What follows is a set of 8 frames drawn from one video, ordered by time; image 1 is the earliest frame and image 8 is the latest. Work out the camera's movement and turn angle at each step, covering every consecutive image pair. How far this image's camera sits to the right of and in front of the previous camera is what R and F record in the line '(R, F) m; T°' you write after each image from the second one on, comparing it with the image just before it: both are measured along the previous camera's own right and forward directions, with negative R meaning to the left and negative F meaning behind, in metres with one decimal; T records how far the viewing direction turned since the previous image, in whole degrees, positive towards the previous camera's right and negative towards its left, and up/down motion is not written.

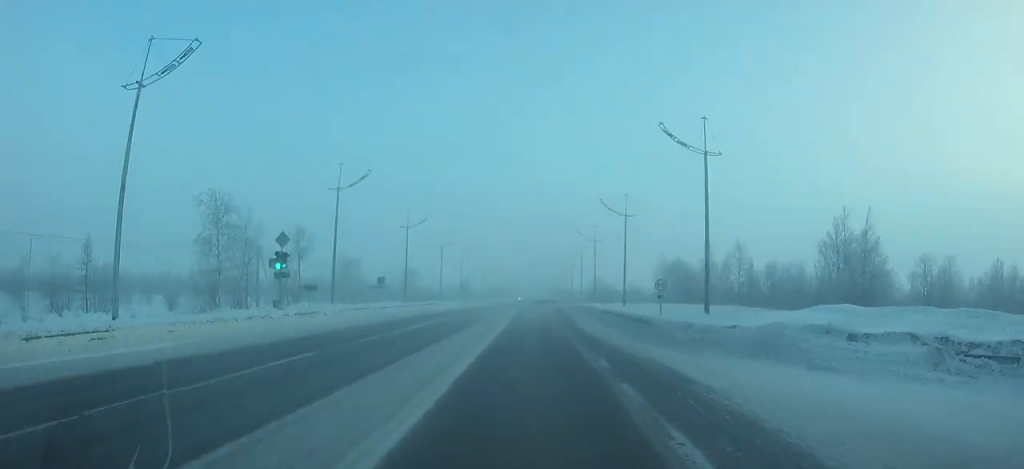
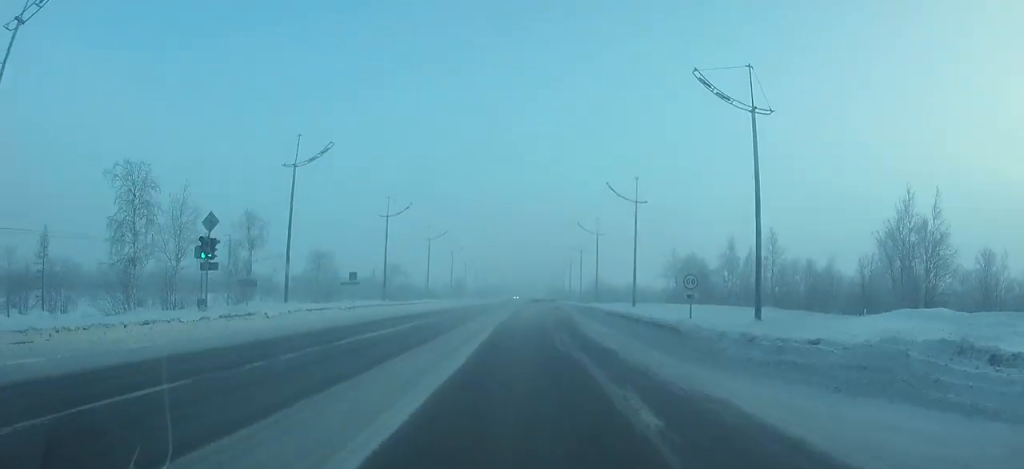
(0.0, +7.8) m; +1°
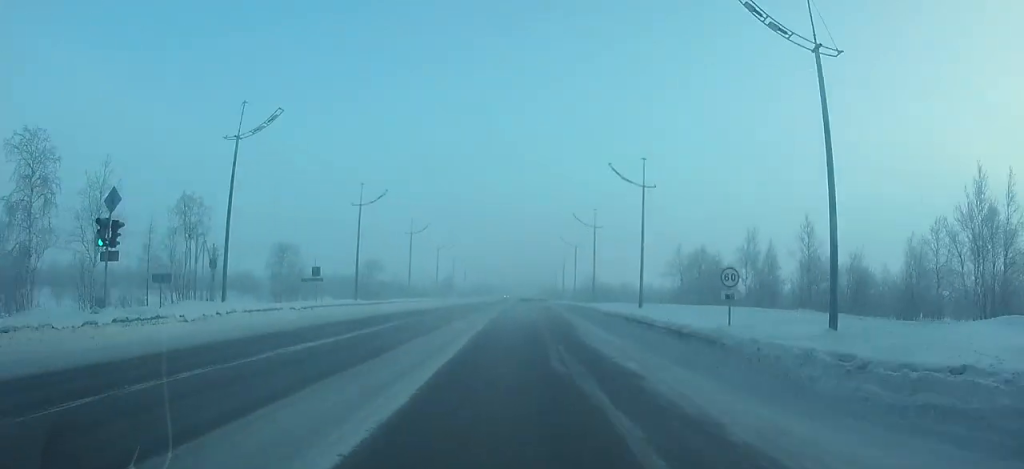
(+0.1, +6.9) m; +1°
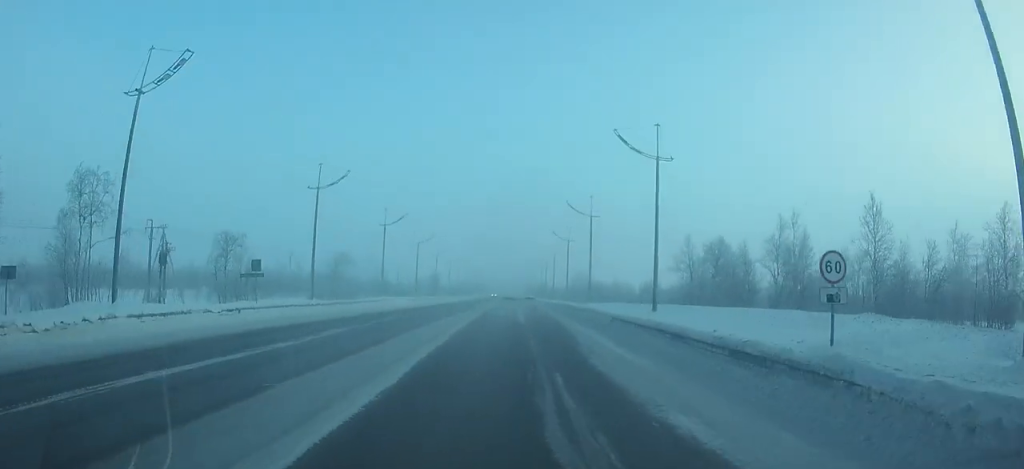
(0.0, +8.3) m; +1°
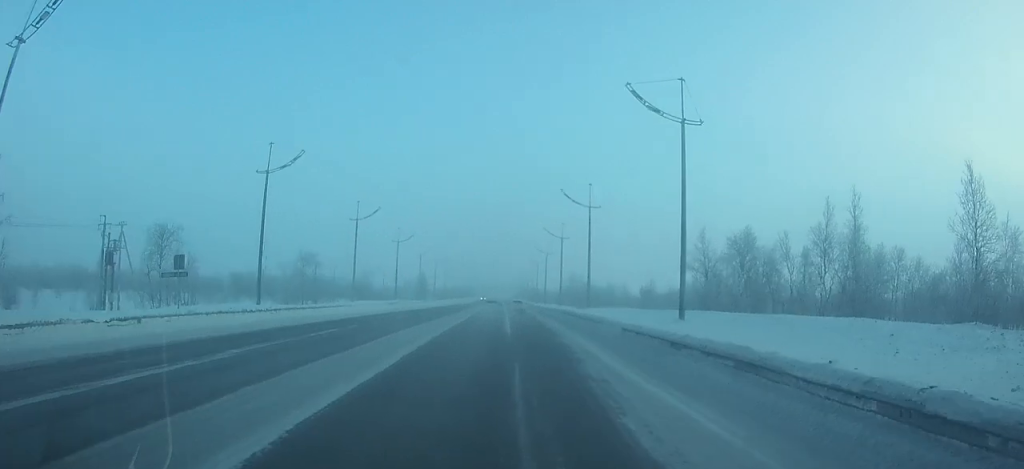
(+0.1, +7.9) m; 0°
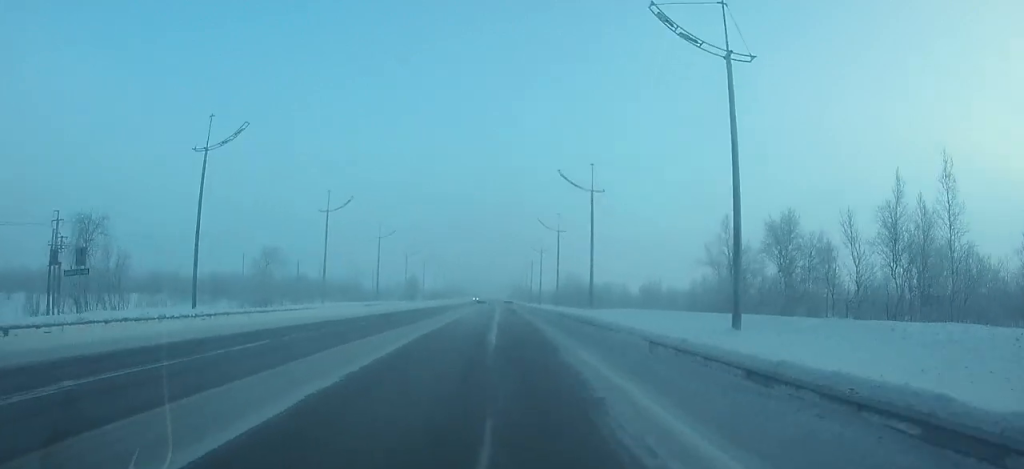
(0.0, +7.4) m; 0°
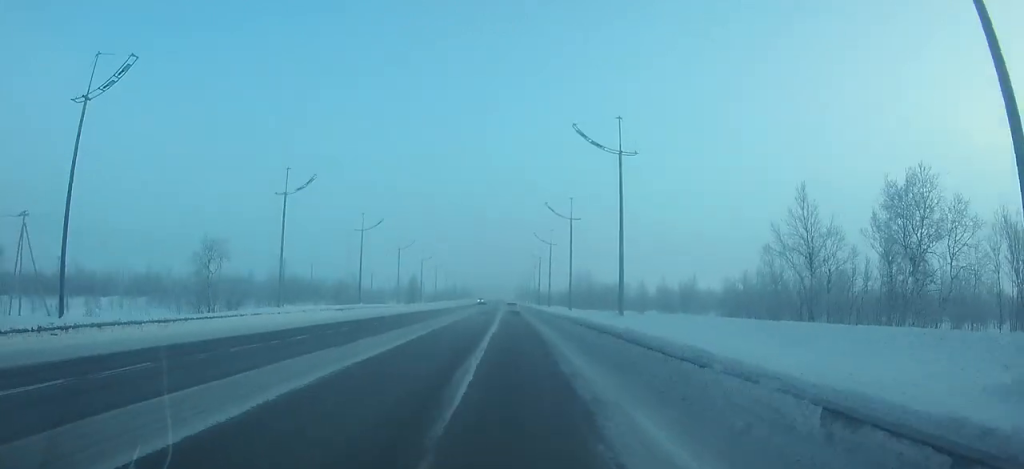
(0.0, +11.4) m; -1°
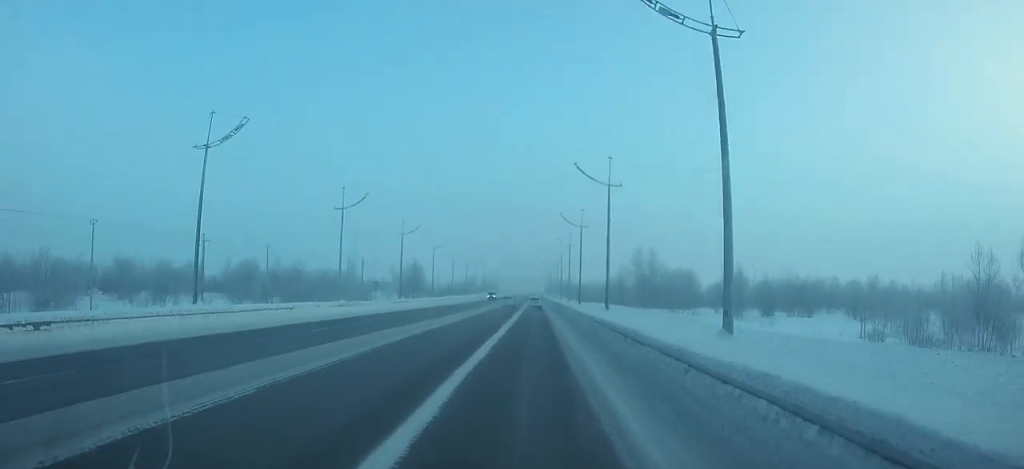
(-0.9, +39.8) m; -2°
